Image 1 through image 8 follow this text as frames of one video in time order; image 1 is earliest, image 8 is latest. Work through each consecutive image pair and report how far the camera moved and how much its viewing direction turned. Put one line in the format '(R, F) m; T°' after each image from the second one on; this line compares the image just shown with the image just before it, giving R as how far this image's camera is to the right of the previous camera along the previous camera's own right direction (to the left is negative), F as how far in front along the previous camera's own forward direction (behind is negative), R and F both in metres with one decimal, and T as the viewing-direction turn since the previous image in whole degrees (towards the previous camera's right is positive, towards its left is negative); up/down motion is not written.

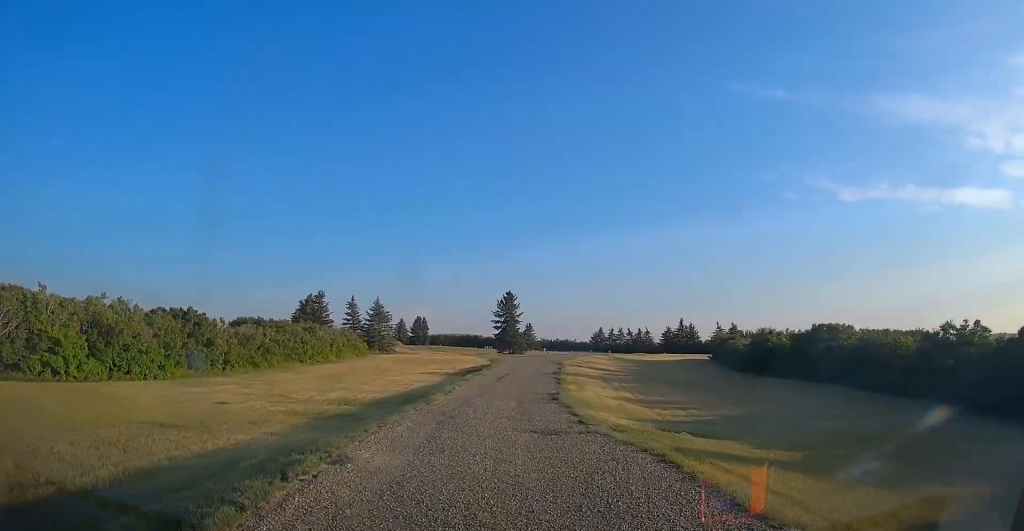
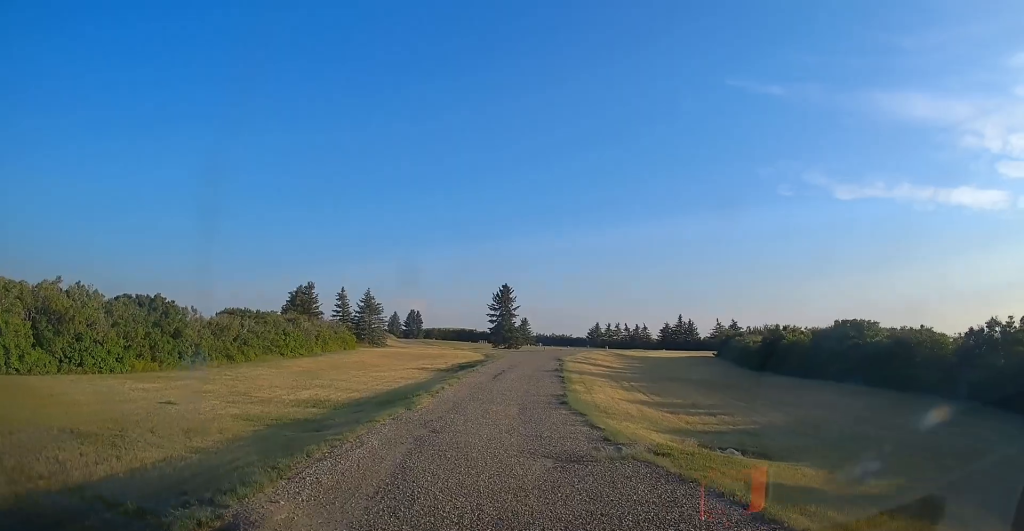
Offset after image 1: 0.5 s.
(+0.1, +3.7) m; -1°
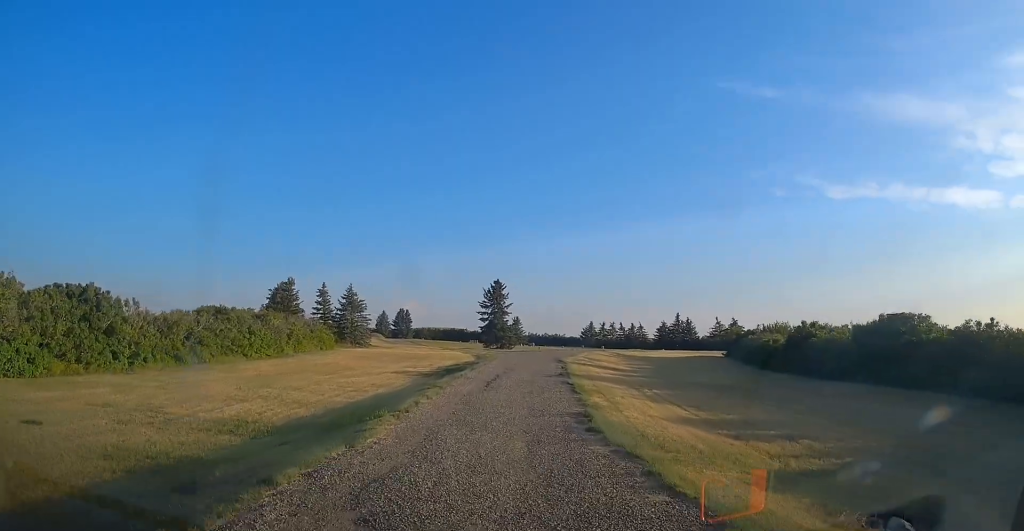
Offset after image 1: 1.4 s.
(-0.2, +6.1) m; -1°
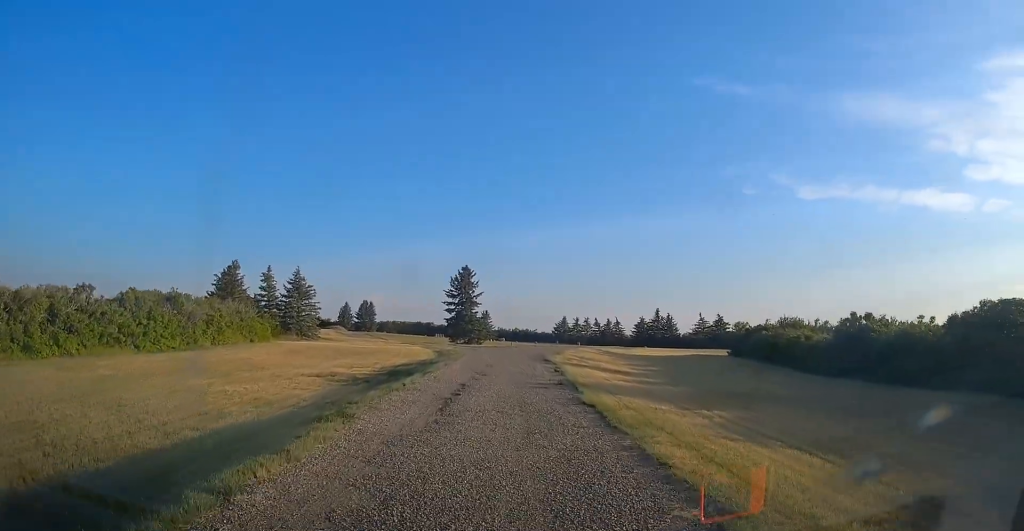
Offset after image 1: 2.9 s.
(+0.4, +10.7) m; +5°
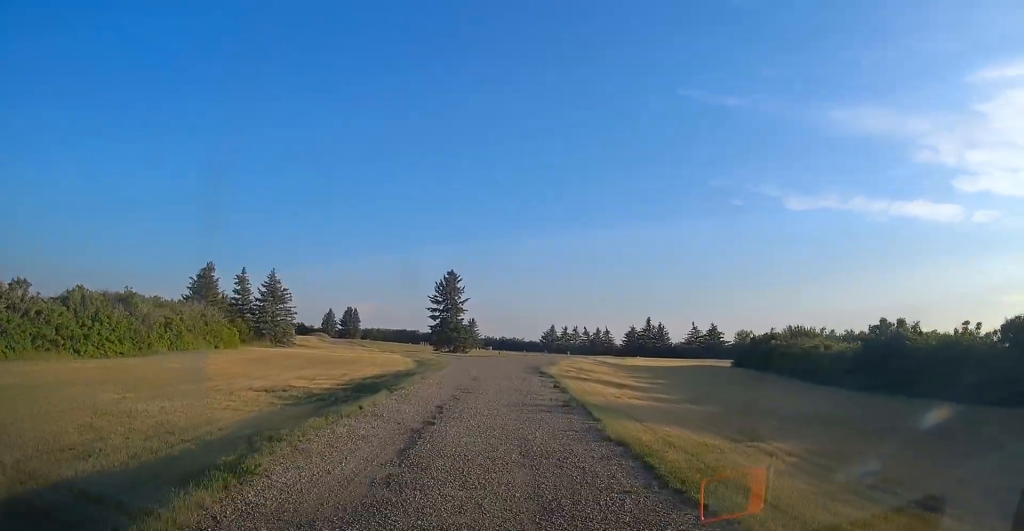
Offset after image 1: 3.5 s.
(+0.1, +4.4) m; +1°
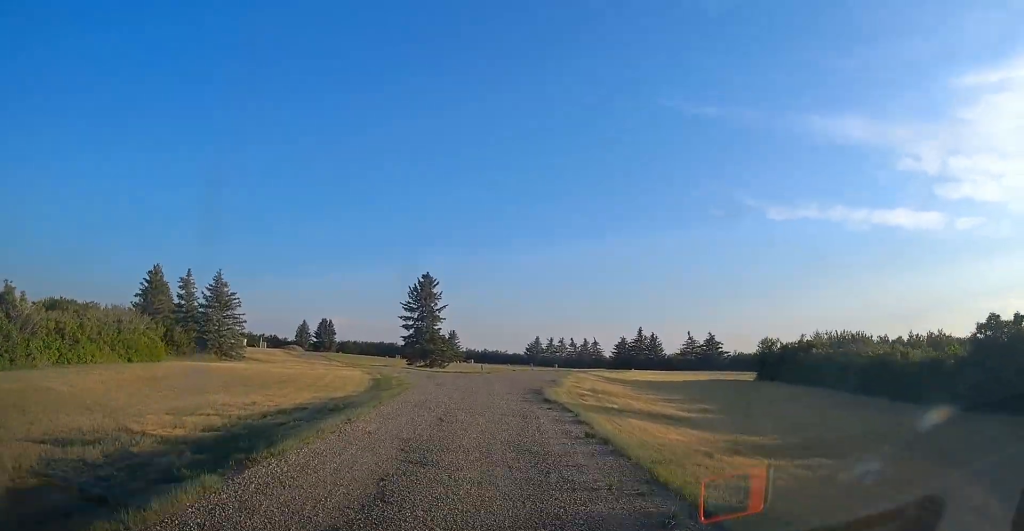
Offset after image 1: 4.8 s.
(+0.1, +9.7) m; 0°
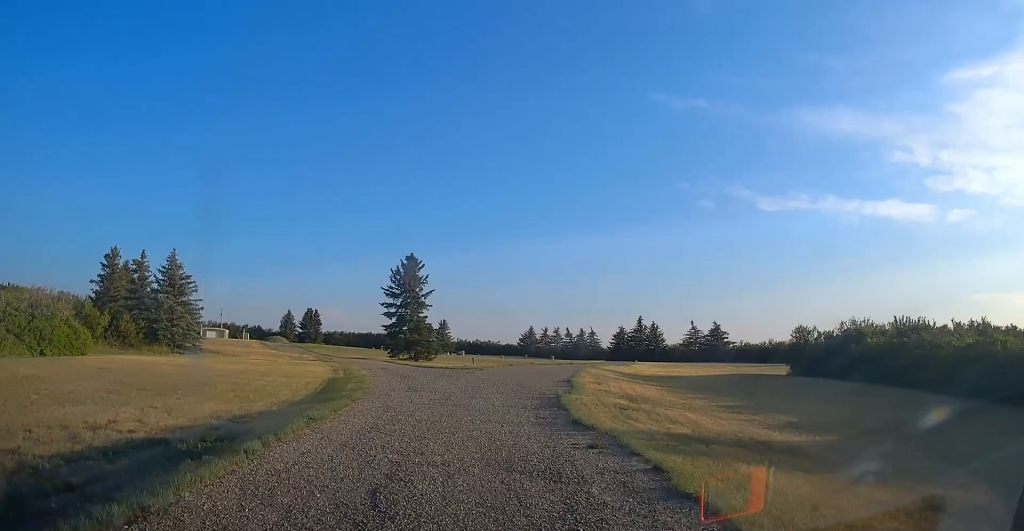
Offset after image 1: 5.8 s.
(0.0, +7.7) m; 0°
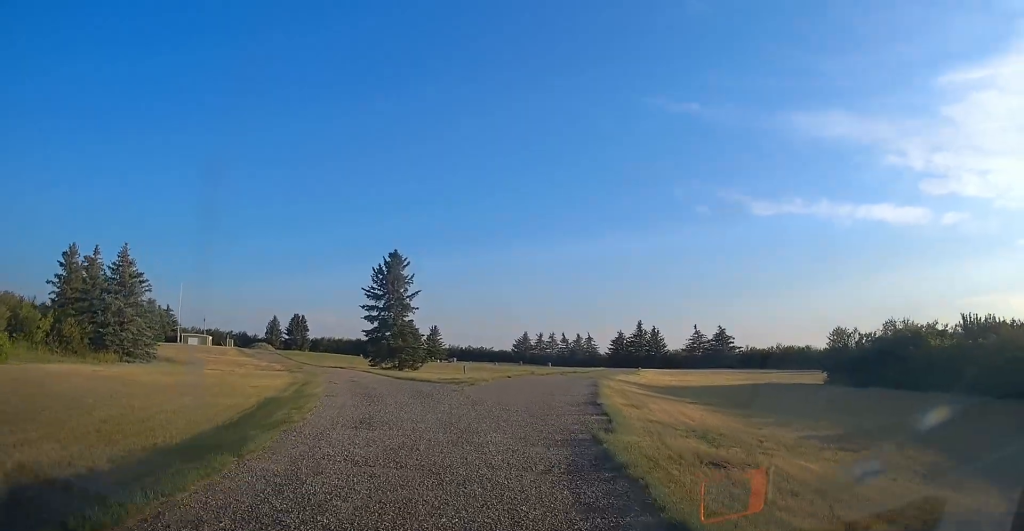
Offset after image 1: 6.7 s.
(0.0, +6.6) m; +1°
